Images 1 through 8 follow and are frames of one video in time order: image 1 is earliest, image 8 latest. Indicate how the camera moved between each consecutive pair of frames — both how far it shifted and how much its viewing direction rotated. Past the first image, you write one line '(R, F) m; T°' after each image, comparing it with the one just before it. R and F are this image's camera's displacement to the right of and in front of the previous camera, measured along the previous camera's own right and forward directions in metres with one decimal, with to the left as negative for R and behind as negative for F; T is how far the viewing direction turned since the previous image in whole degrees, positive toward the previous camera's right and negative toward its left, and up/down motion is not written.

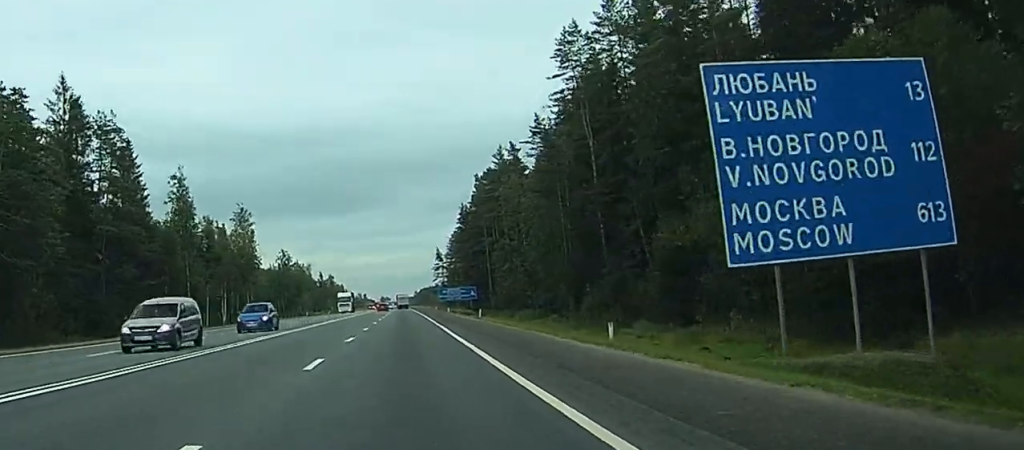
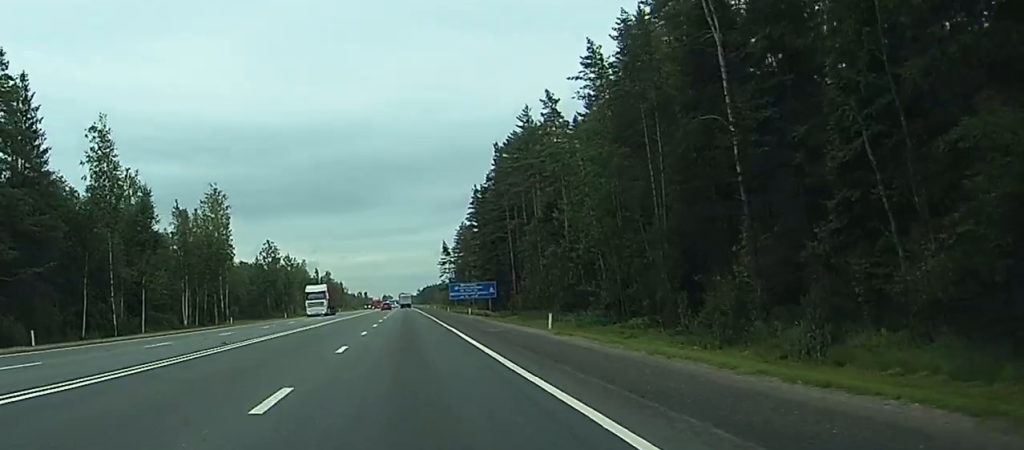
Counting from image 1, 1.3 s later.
(0.0, +30.6) m; 0°
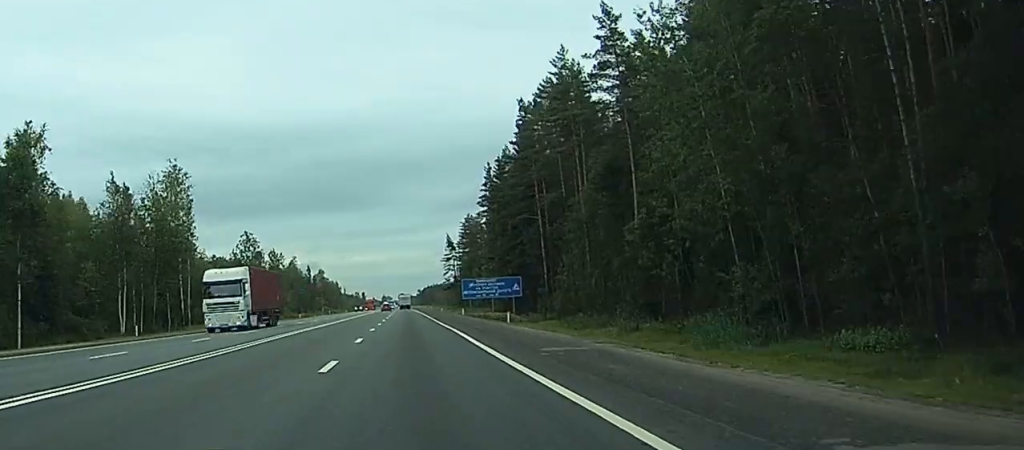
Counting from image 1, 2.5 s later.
(+0.1, +29.3) m; 0°
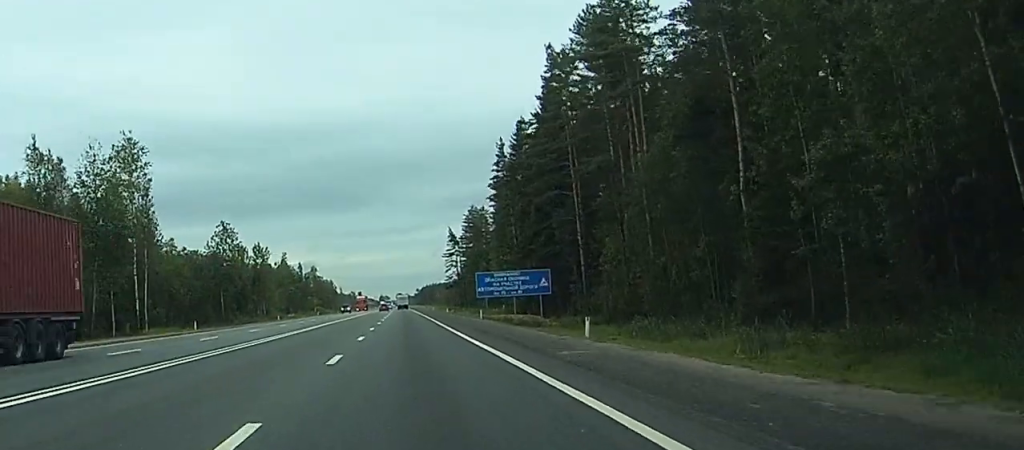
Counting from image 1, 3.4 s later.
(-0.1, +22.1) m; 0°
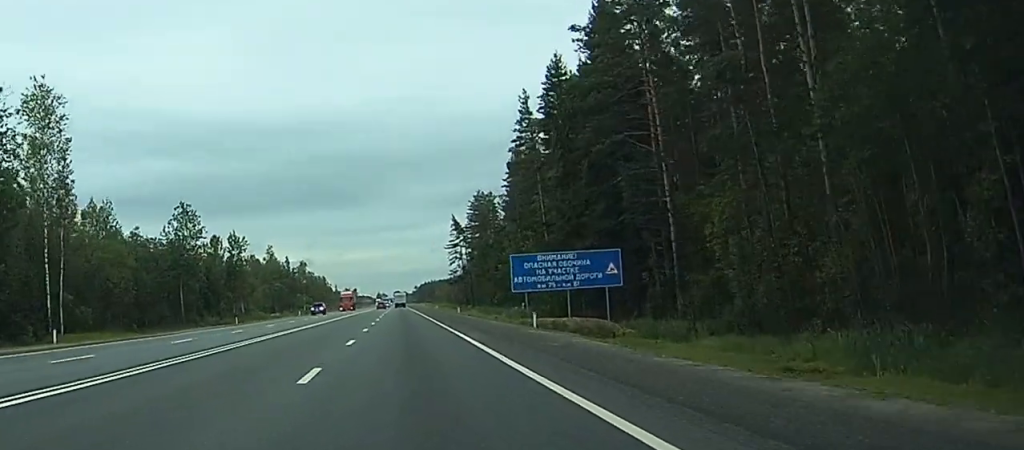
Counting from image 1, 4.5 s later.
(+0.2, +27.9) m; +1°
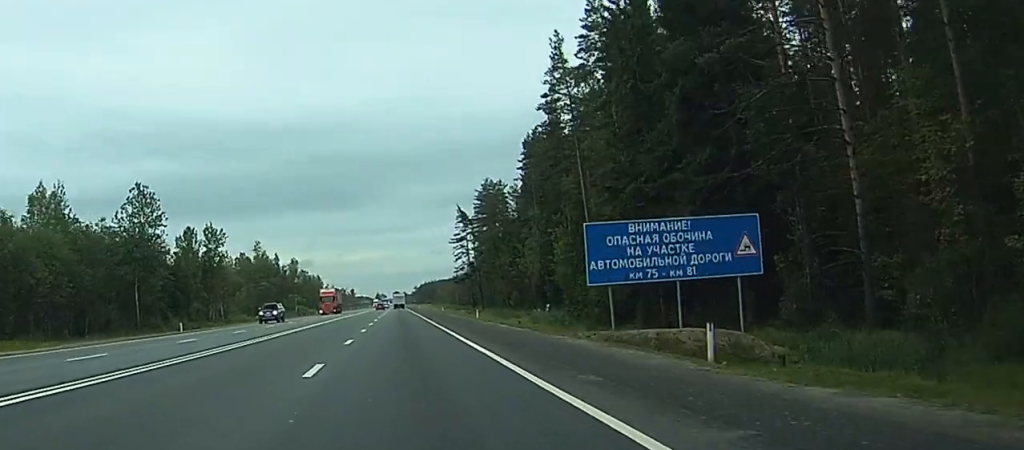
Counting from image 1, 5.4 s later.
(+0.2, +22.2) m; 0°
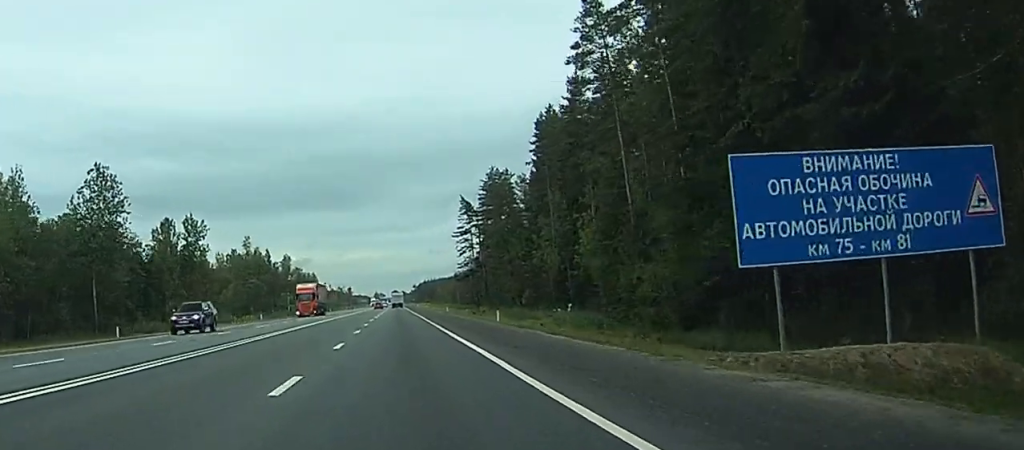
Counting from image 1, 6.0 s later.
(-0.1, +14.8) m; 0°
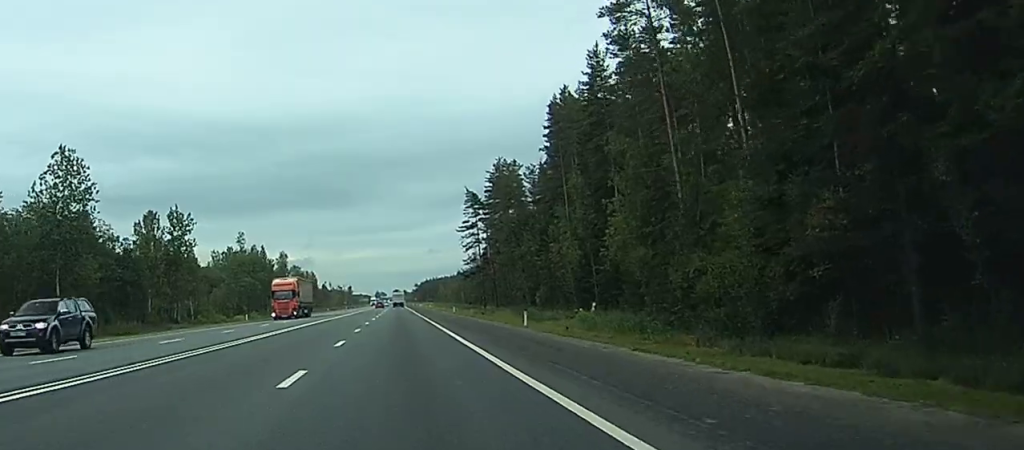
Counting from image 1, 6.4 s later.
(0.0, +10.7) m; 0°
